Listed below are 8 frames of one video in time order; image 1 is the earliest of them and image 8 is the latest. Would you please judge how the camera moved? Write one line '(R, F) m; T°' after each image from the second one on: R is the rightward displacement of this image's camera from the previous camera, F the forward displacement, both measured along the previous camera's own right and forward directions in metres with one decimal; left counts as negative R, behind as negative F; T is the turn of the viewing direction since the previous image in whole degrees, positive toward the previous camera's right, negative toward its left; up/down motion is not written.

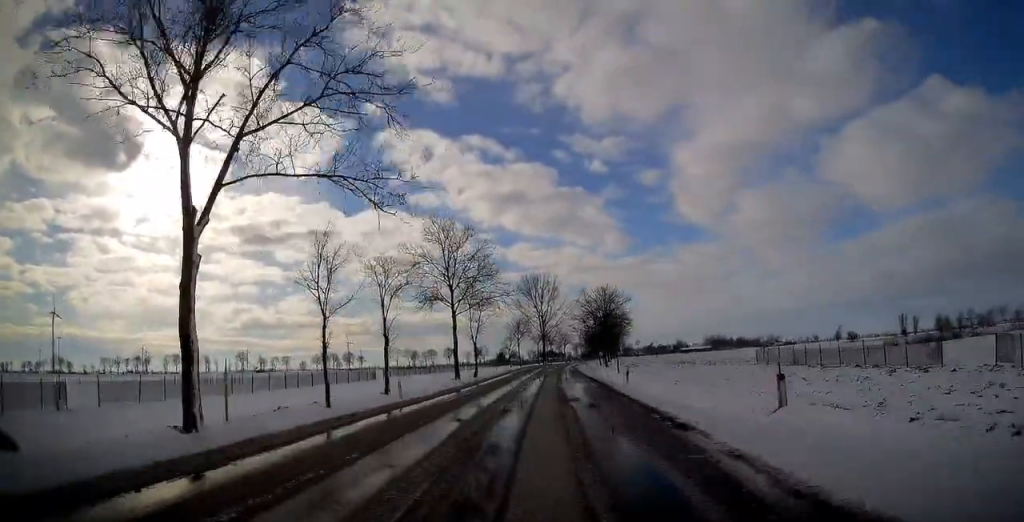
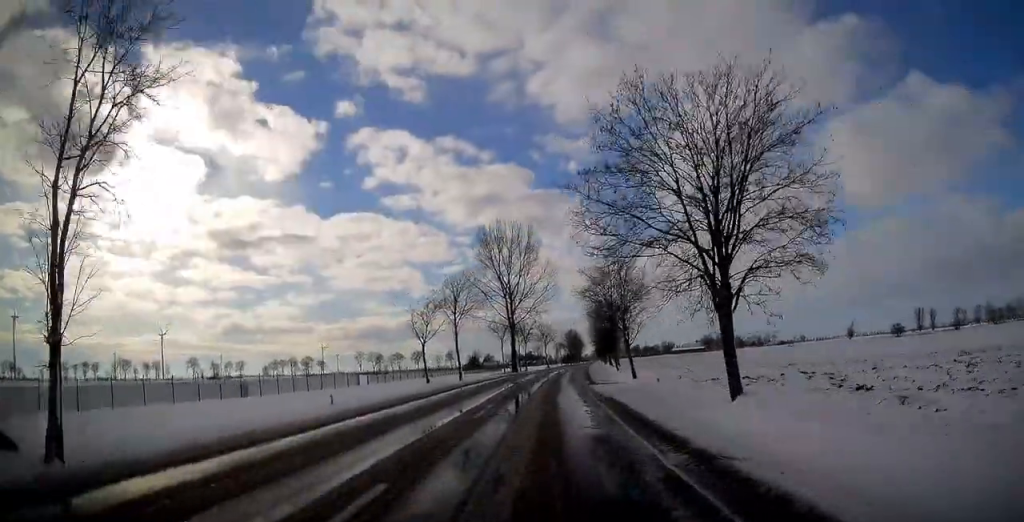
(+2.4, +57.9) m; +4°
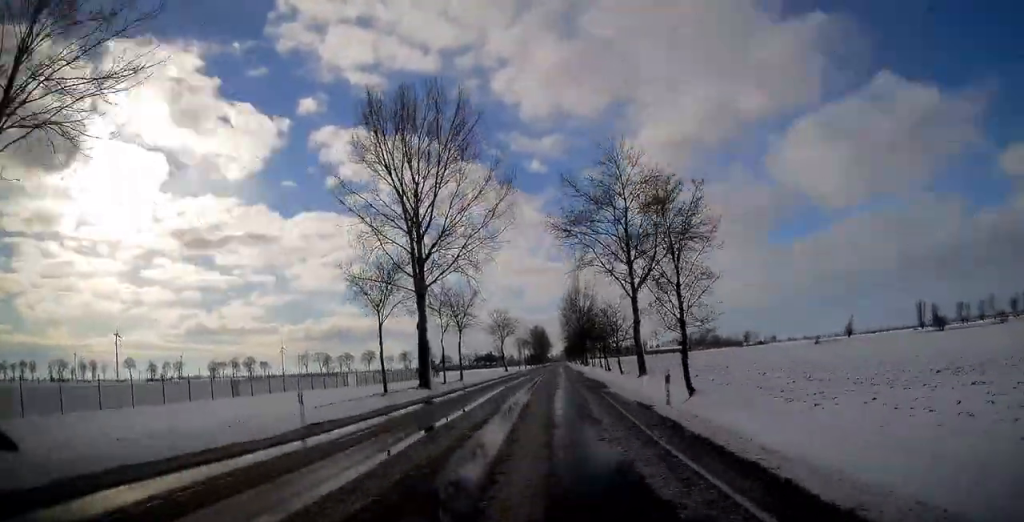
(+1.1, +48.4) m; +2°
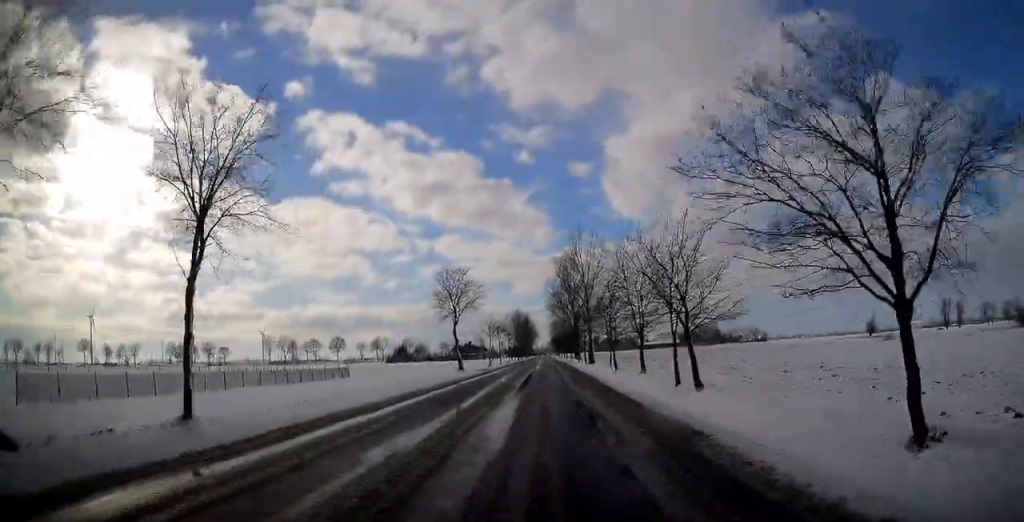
(+0.7, +44.8) m; +1°
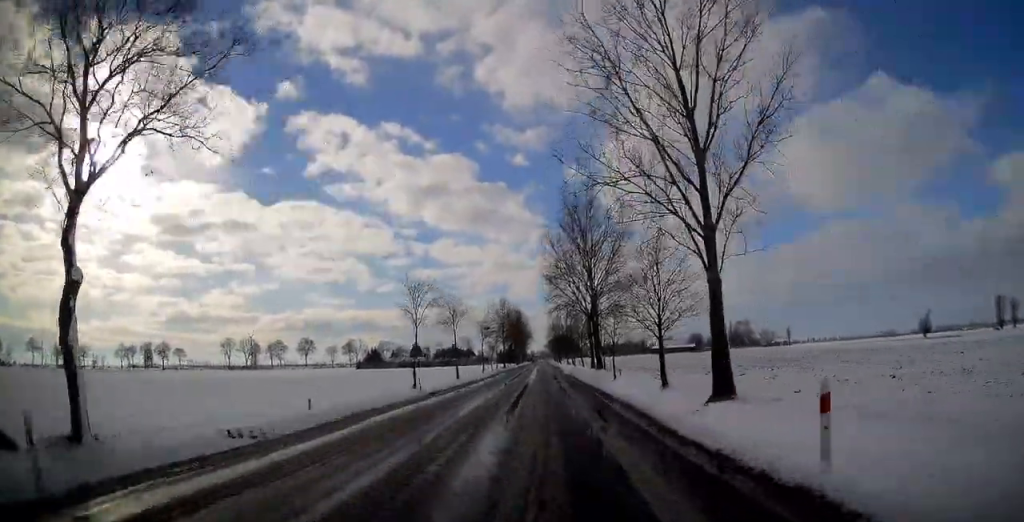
(+0.5, +59.4) m; +1°
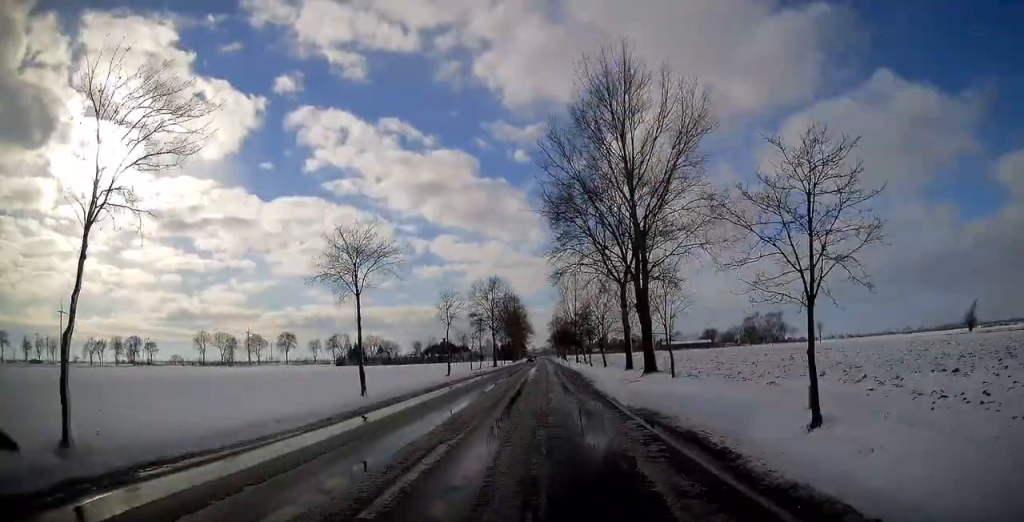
(-0.1, +39.5) m; 0°
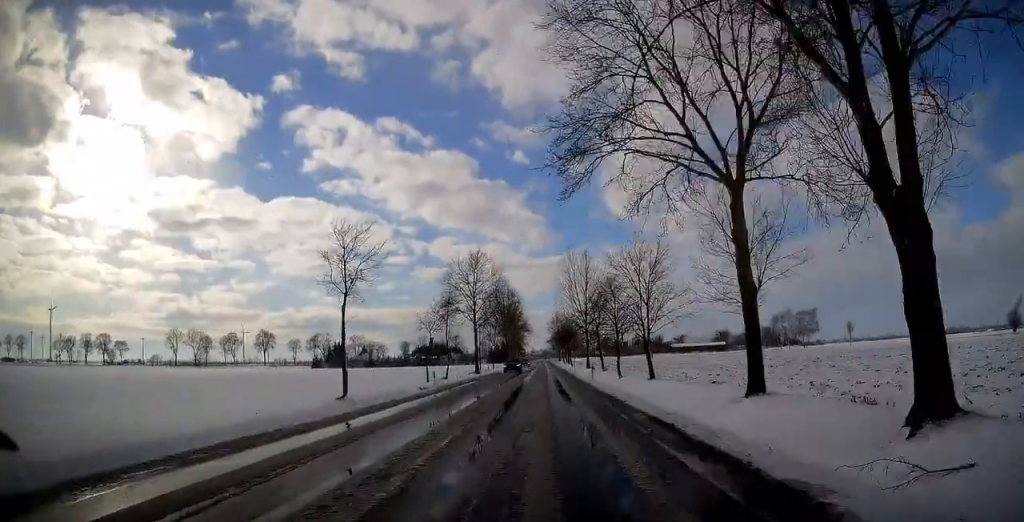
(+0.1, +34.7) m; 0°
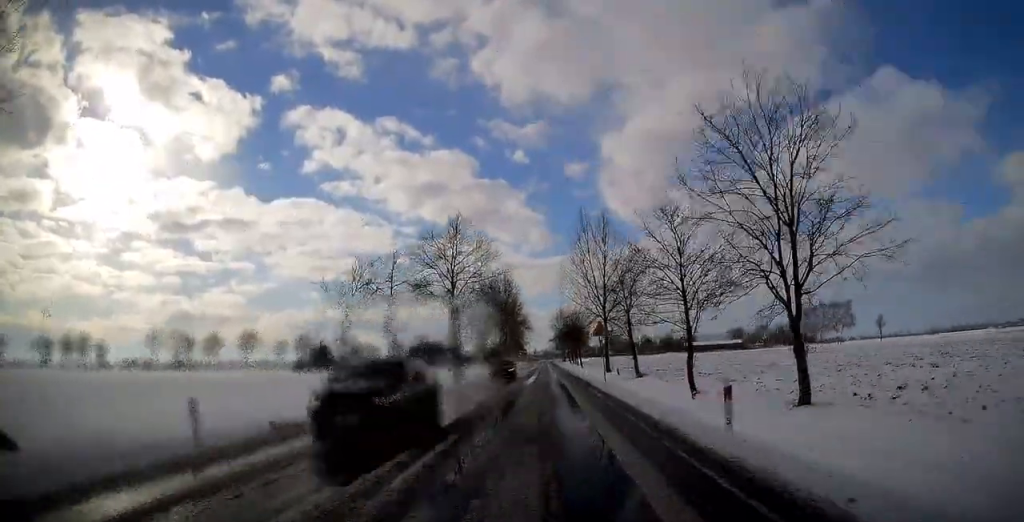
(-0.1, +25.8) m; 0°
